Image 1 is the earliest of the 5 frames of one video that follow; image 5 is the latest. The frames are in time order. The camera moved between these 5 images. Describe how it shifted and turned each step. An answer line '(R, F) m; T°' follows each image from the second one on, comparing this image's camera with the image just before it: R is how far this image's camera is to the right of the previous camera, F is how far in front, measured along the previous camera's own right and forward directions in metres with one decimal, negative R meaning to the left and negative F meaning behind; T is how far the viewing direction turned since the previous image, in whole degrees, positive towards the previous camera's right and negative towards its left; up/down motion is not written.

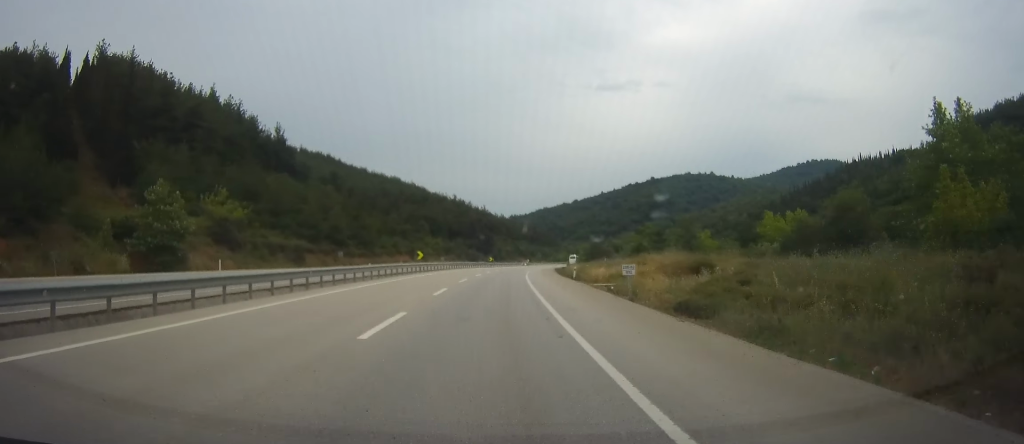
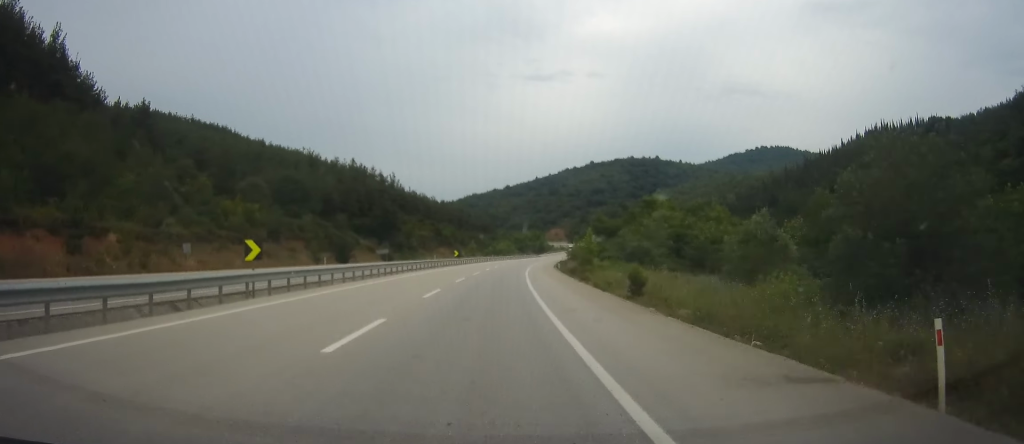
(+7.5, +96.4) m; +8°
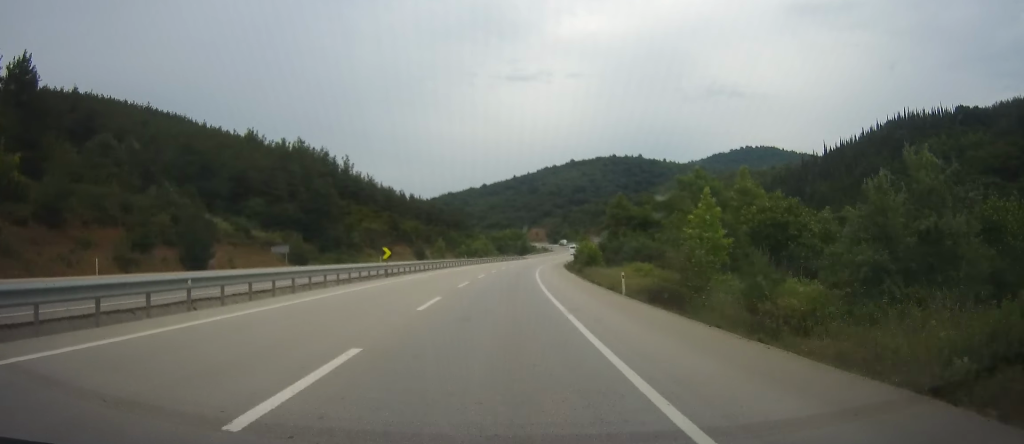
(+0.7, +40.2) m; +1°
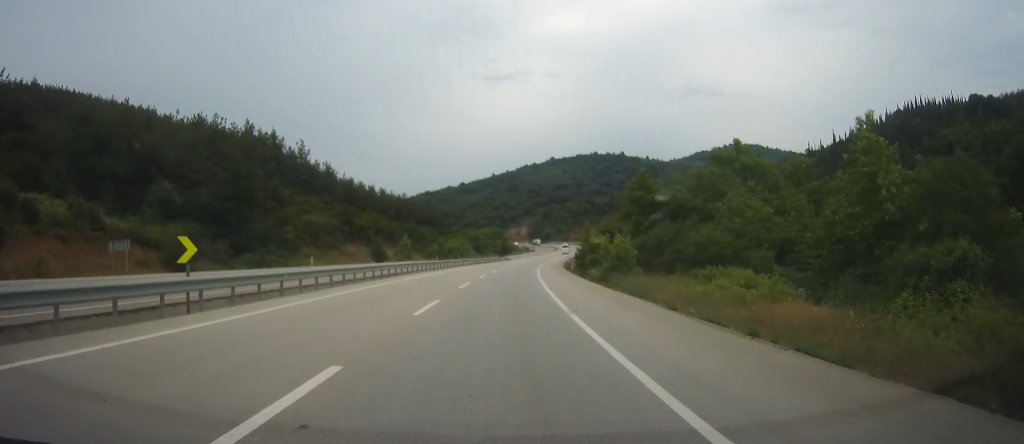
(0.0, +25.4) m; +2°
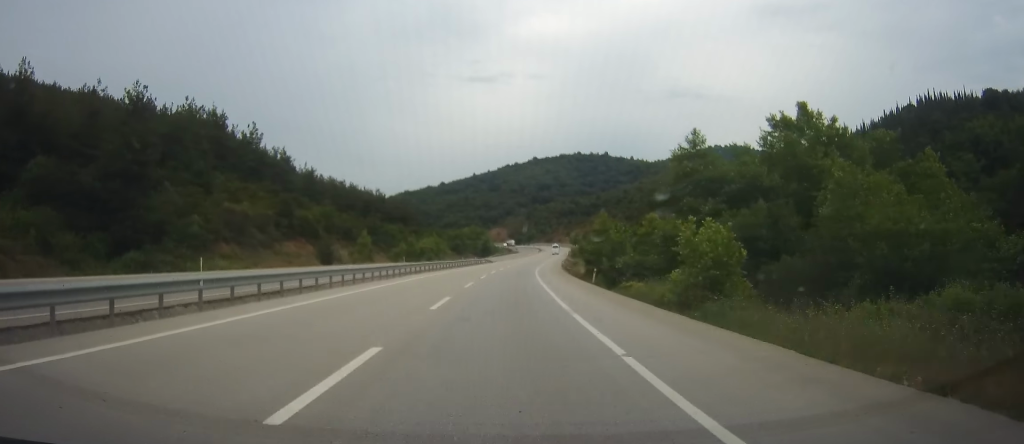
(+0.6, +22.9) m; +2°
